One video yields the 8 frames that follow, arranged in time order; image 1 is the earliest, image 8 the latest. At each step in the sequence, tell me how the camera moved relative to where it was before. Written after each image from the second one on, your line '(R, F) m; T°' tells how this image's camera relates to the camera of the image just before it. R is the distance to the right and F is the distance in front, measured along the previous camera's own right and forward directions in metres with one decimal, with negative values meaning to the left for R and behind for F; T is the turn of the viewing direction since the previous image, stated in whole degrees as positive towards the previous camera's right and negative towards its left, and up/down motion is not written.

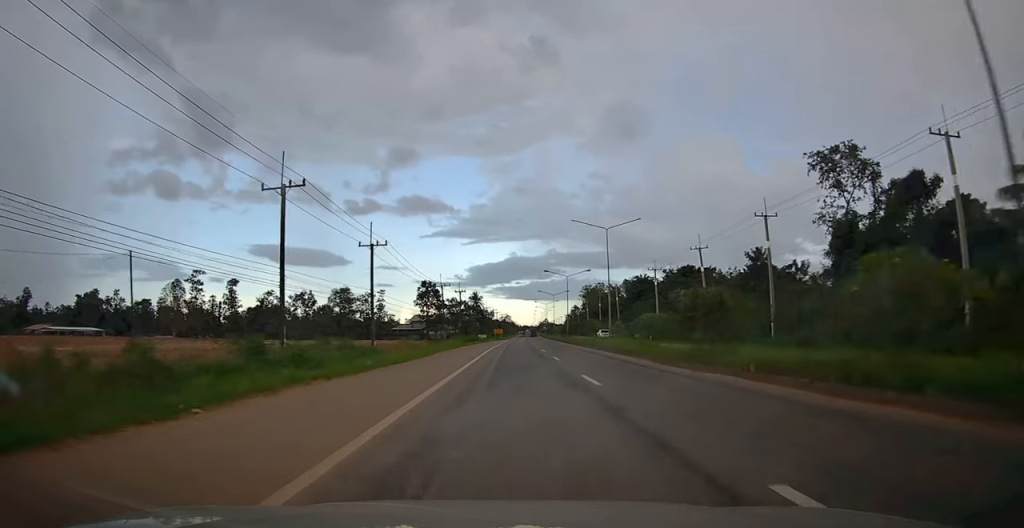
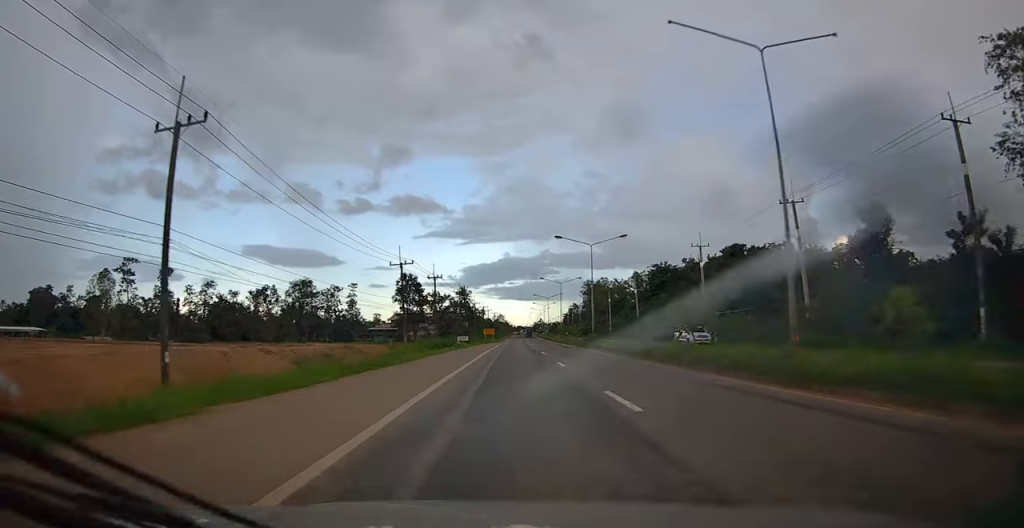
(-0.1, +28.2) m; +1°
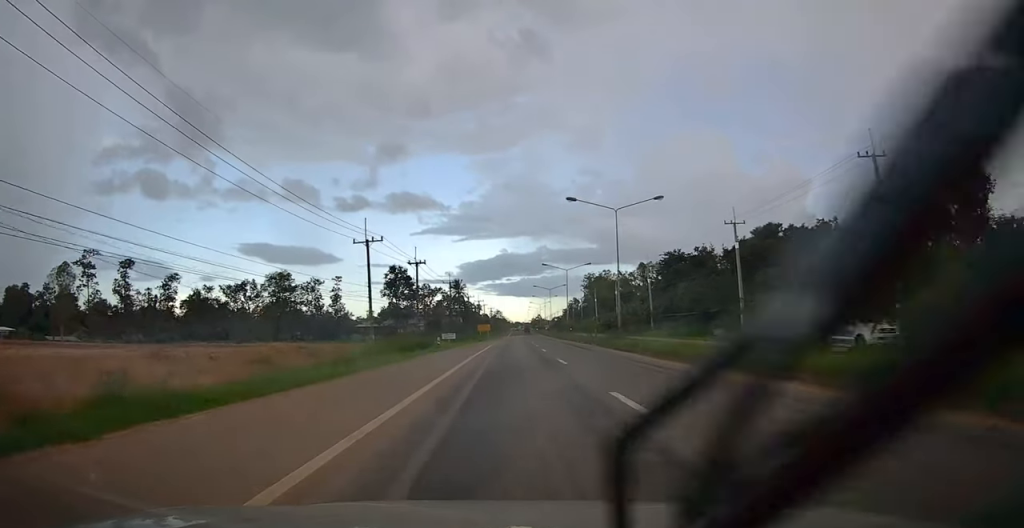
(+0.4, +13.2) m; +1°
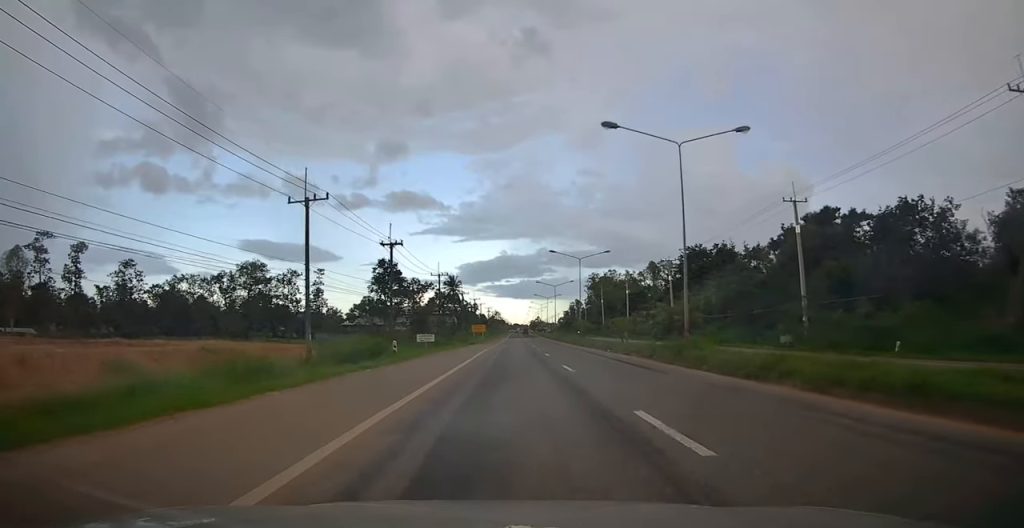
(+0.1, +14.4) m; +1°
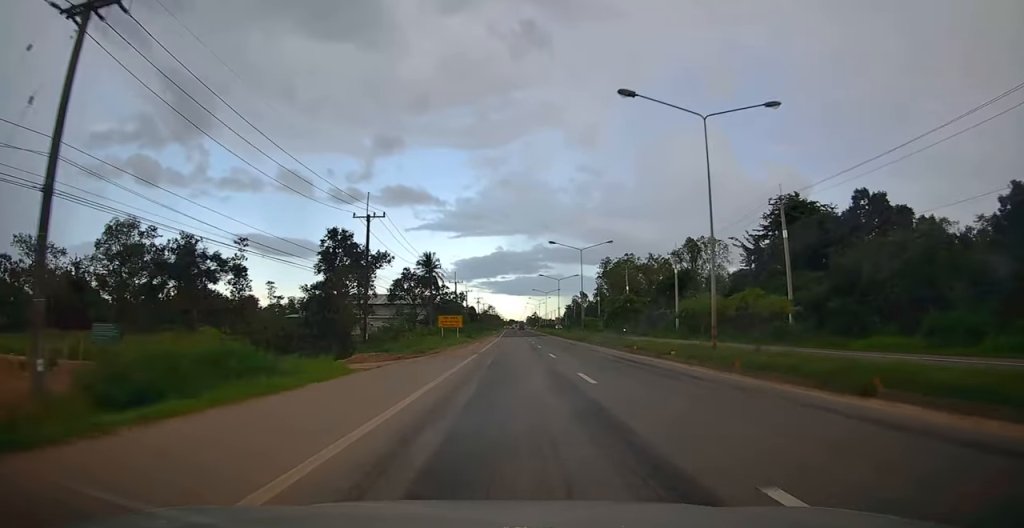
(+0.2, +40.5) m; 0°
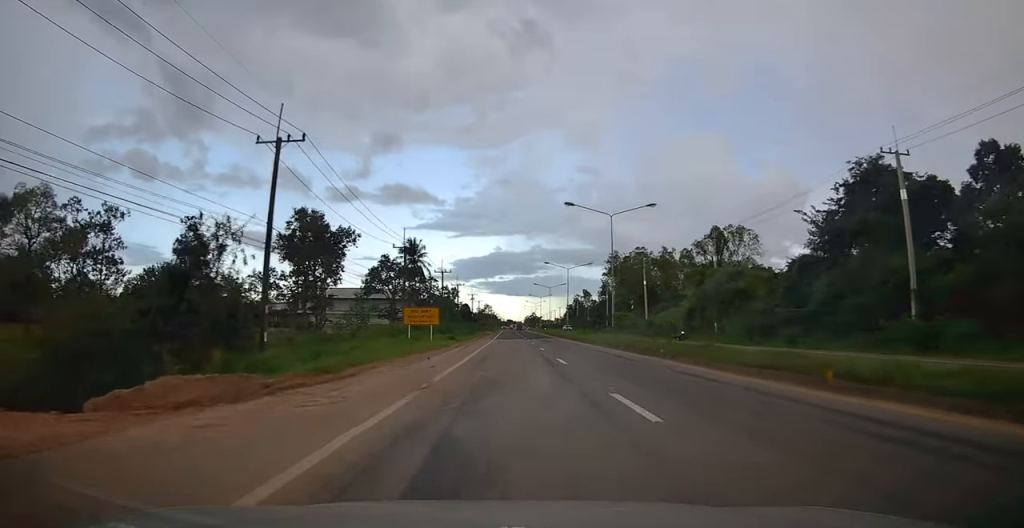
(0.0, +17.7) m; -2°
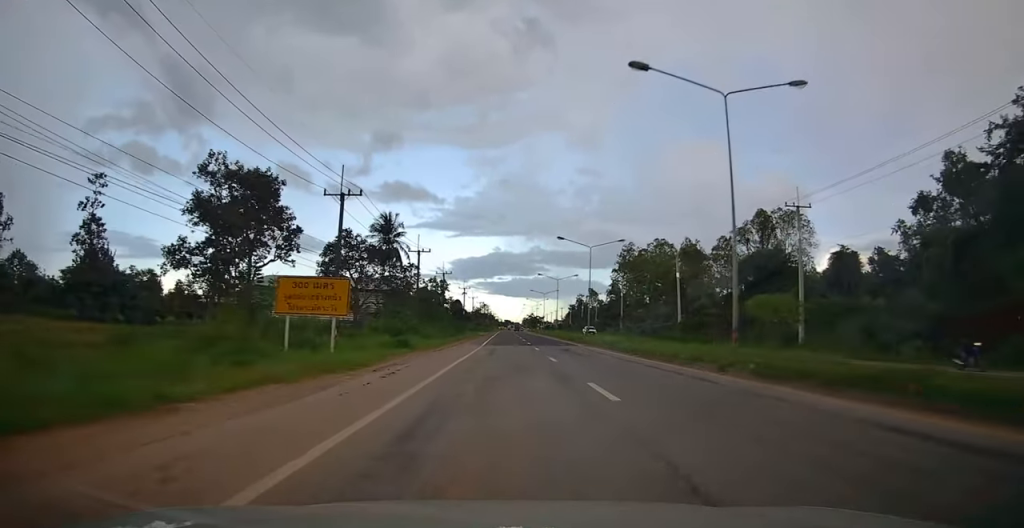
(-0.6, +21.7) m; 0°
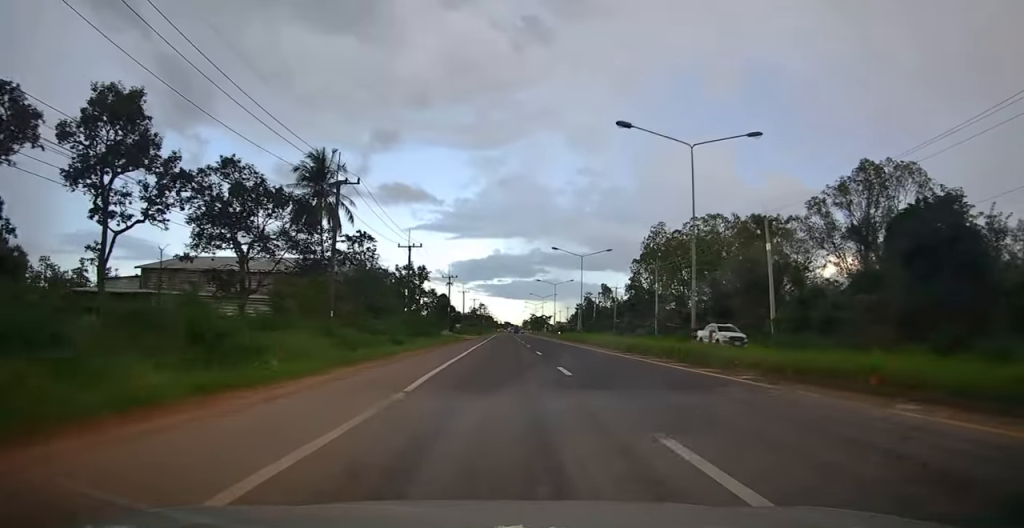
(+1.0, +30.8) m; +2°
